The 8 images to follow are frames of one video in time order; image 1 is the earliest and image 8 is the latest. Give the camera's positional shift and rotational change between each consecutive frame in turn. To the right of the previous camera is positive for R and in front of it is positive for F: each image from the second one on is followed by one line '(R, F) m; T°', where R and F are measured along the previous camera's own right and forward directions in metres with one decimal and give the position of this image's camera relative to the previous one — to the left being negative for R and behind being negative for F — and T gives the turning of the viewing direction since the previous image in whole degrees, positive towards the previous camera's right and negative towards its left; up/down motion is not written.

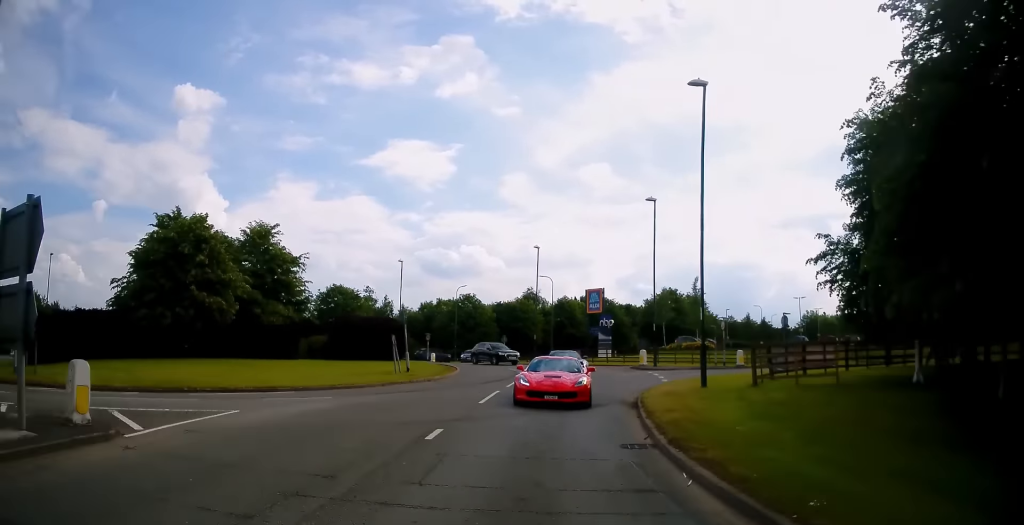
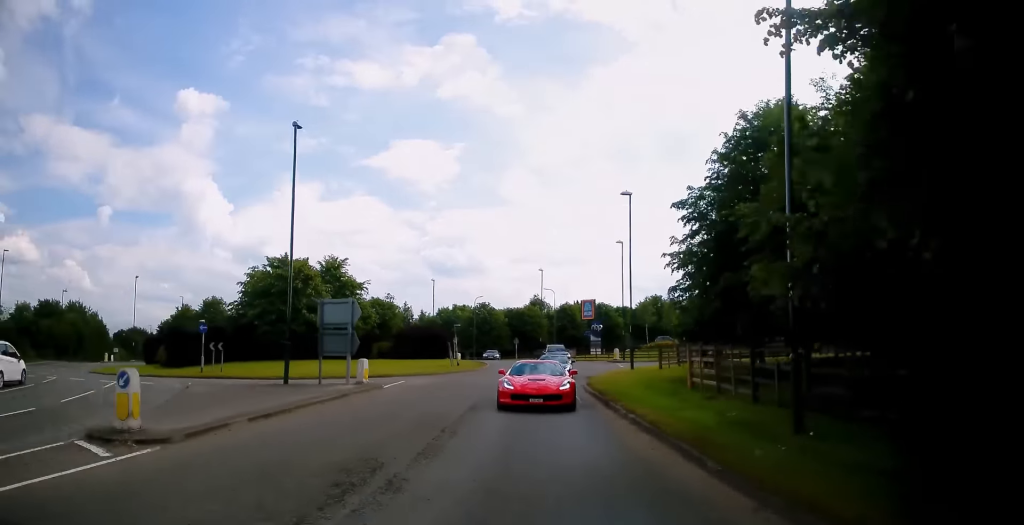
(-0.6, +16.0) m; -2°
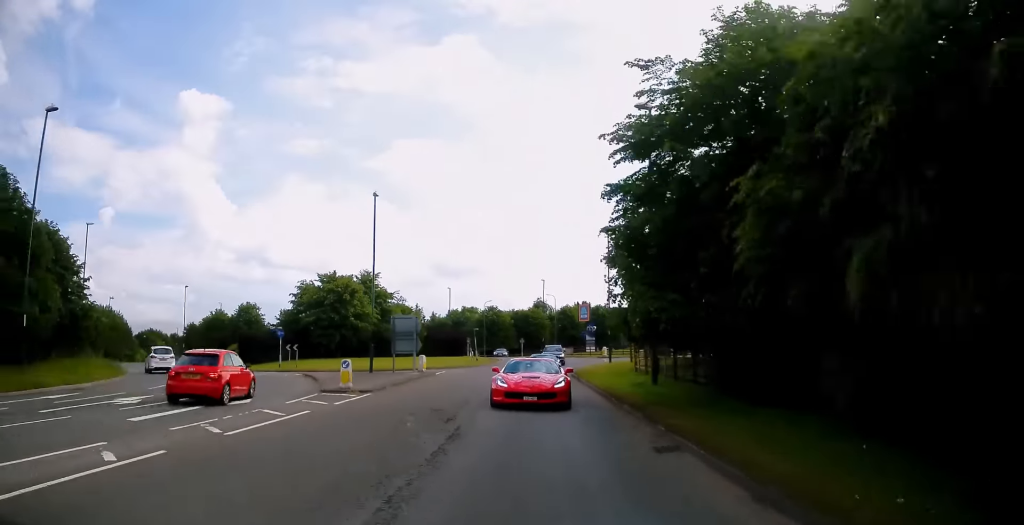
(+0.1, +11.7) m; 0°
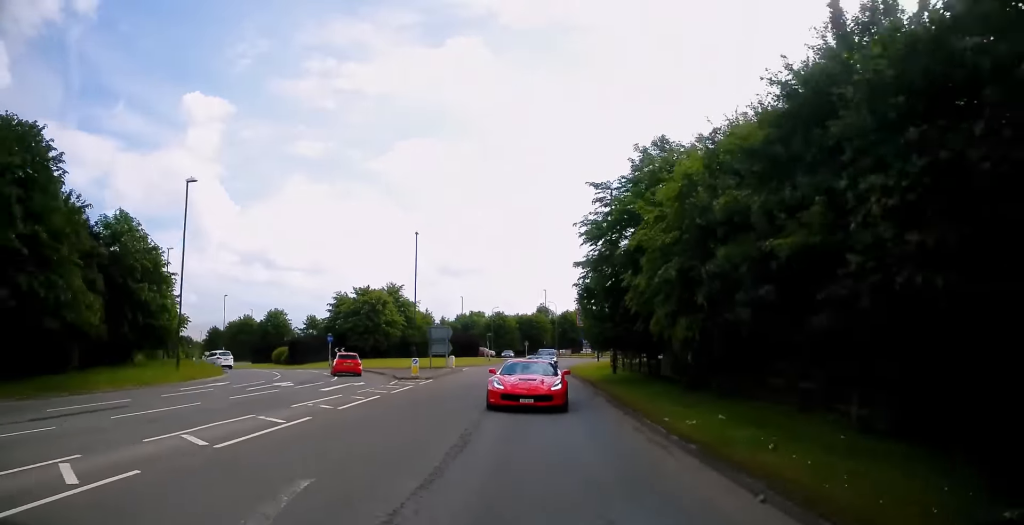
(0.0, +11.3) m; 0°
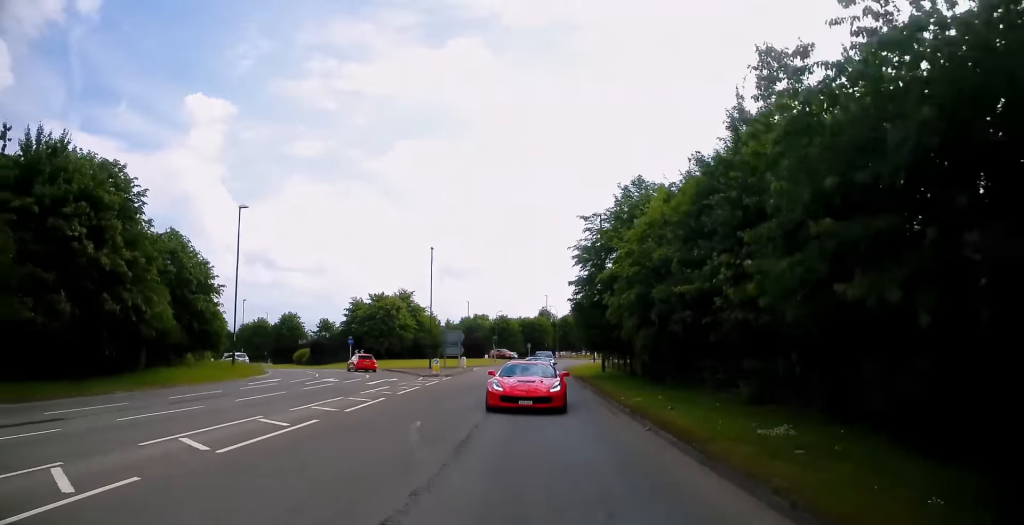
(-0.1, +6.0) m; 0°
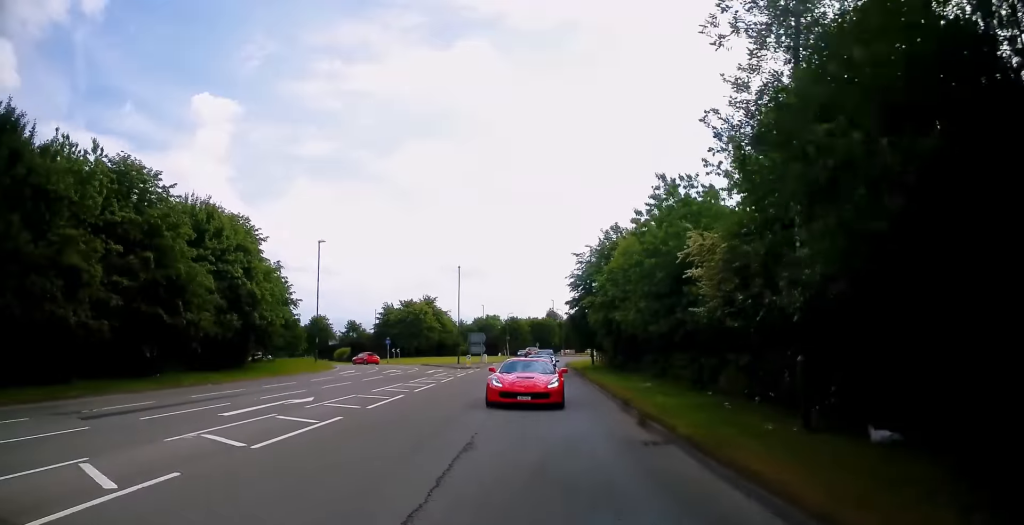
(+0.1, +12.7) m; -1°
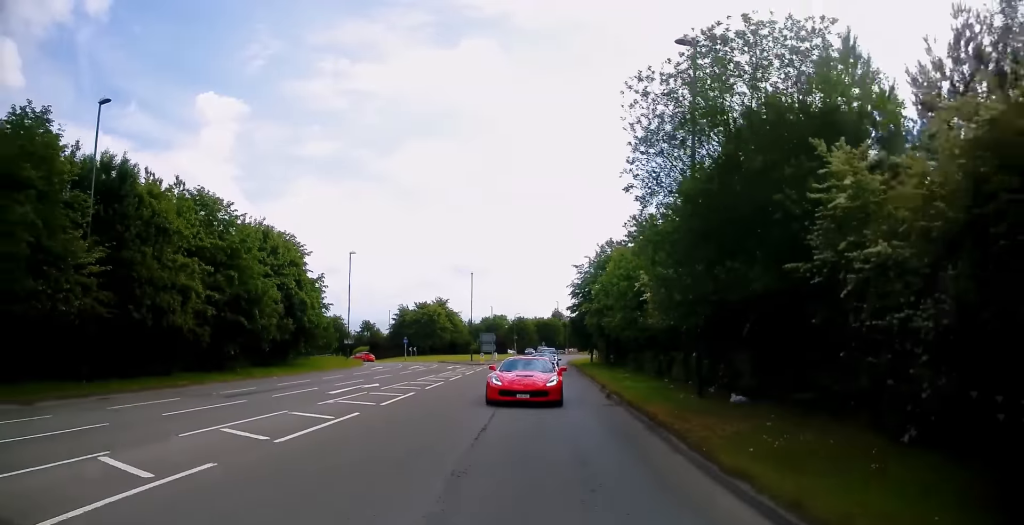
(0.0, +6.6) m; 0°
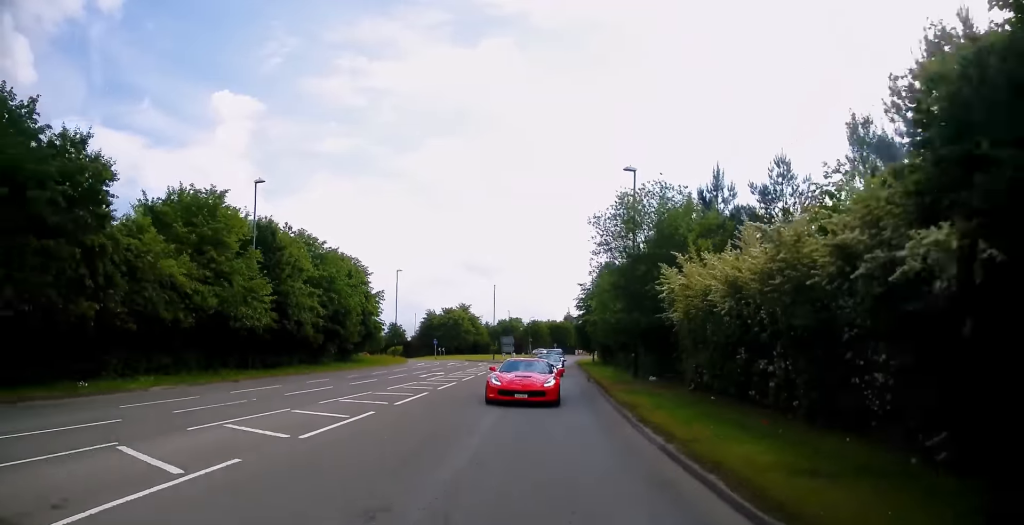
(-0.2, +12.5) m; -1°
